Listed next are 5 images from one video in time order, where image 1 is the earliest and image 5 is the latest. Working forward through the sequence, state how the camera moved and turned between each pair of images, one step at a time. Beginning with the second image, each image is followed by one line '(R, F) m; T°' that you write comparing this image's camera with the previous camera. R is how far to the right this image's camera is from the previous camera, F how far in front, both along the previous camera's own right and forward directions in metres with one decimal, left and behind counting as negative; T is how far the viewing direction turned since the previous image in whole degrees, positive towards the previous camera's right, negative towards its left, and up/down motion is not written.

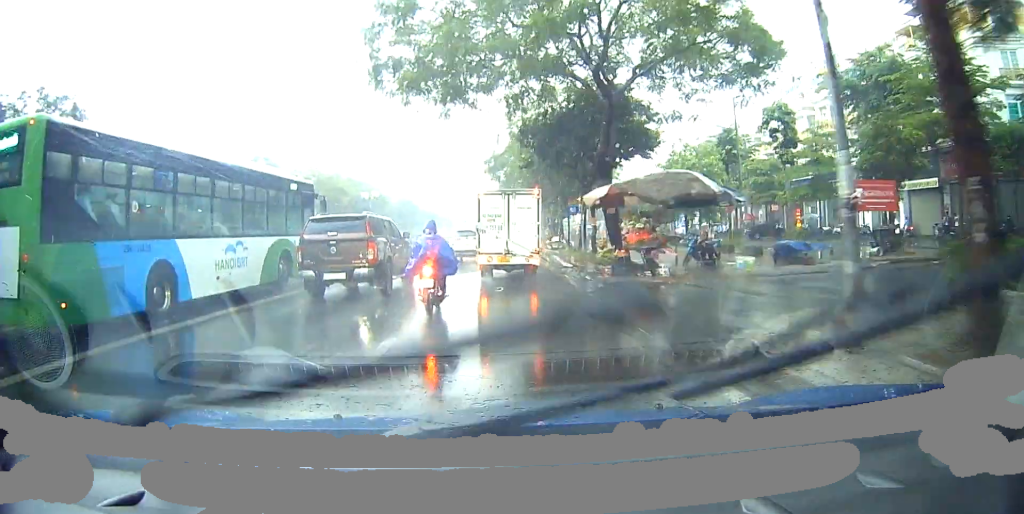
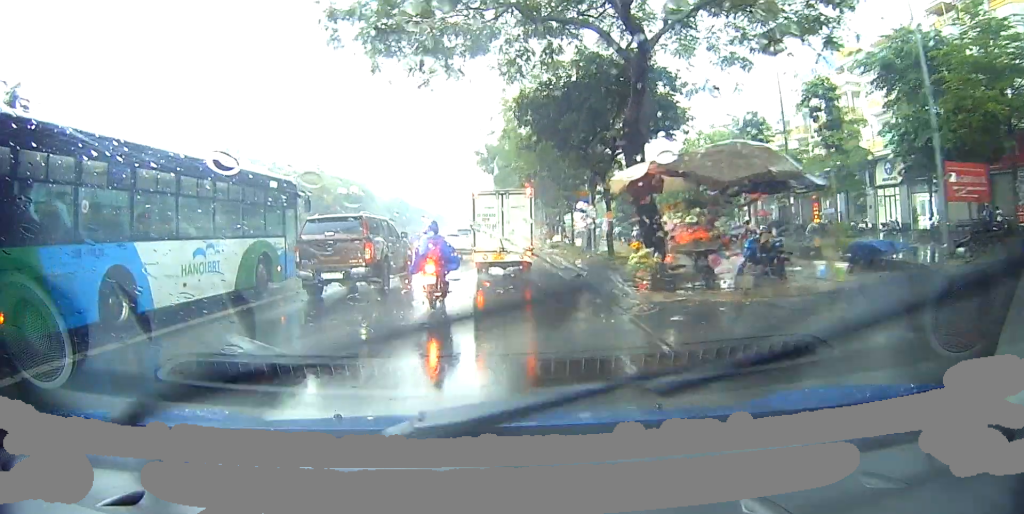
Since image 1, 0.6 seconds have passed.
(-0.1, +3.8) m; +1°
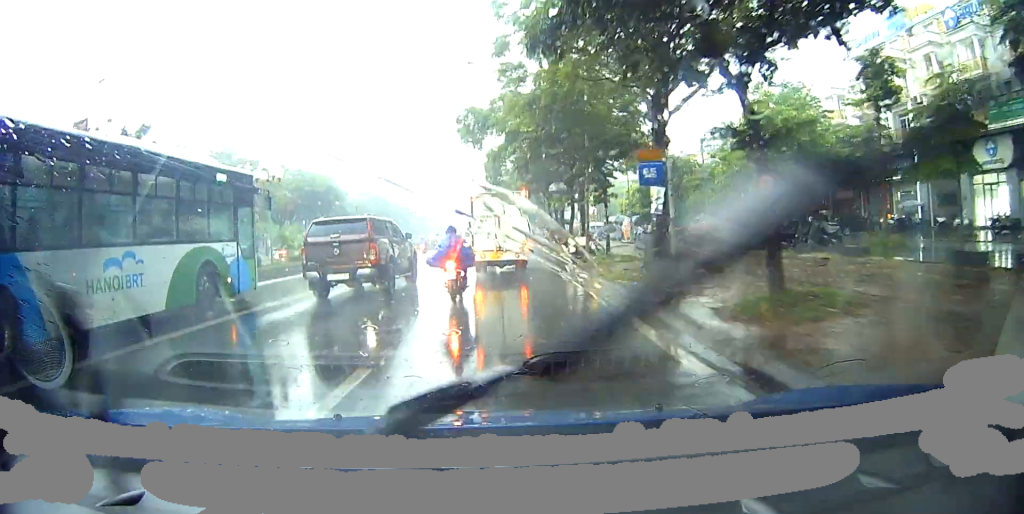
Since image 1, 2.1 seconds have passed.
(+1.0, +10.6) m; +6°
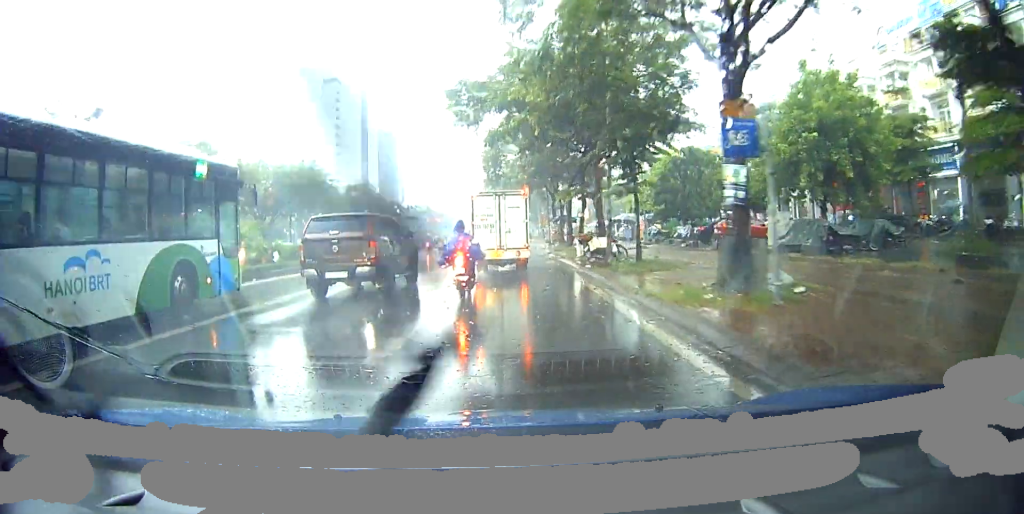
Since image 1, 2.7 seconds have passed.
(+0.1, +4.5) m; -1°
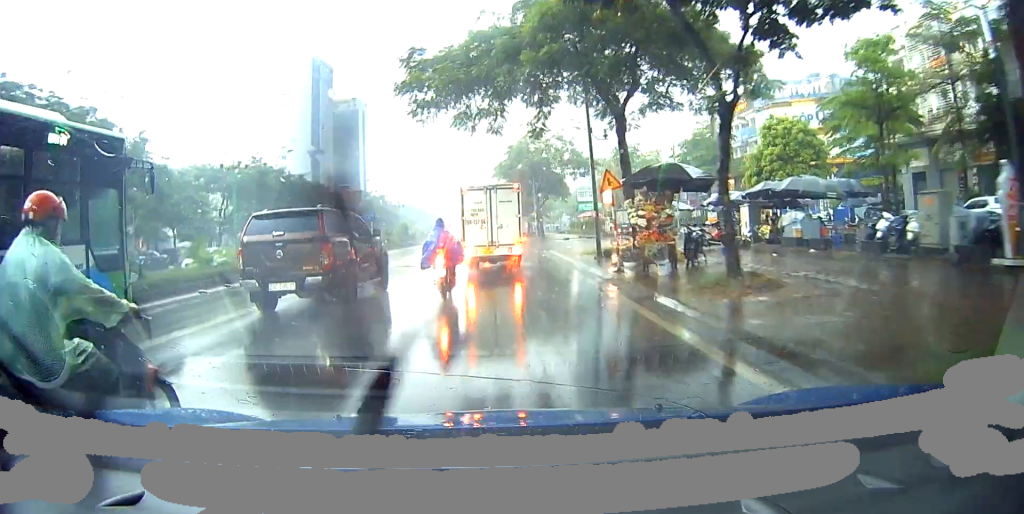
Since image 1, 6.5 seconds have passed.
(-2.2, +27.9) m; -1°
